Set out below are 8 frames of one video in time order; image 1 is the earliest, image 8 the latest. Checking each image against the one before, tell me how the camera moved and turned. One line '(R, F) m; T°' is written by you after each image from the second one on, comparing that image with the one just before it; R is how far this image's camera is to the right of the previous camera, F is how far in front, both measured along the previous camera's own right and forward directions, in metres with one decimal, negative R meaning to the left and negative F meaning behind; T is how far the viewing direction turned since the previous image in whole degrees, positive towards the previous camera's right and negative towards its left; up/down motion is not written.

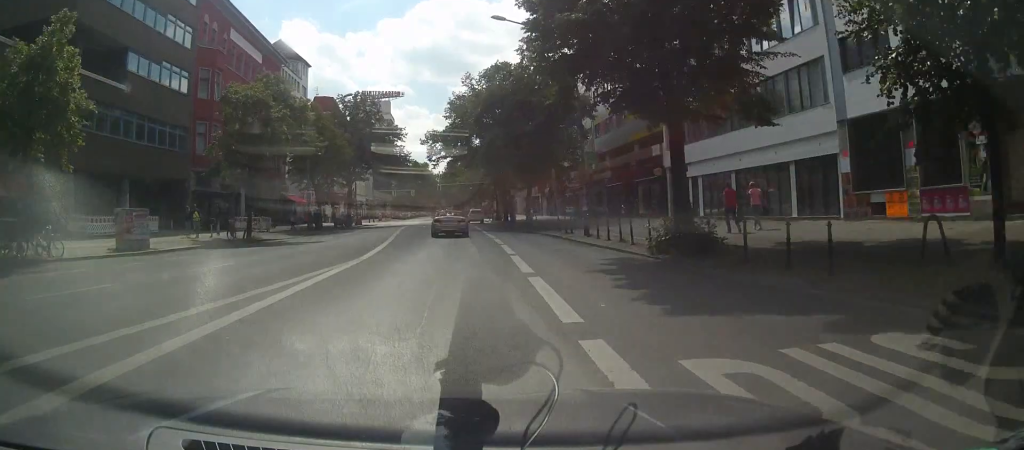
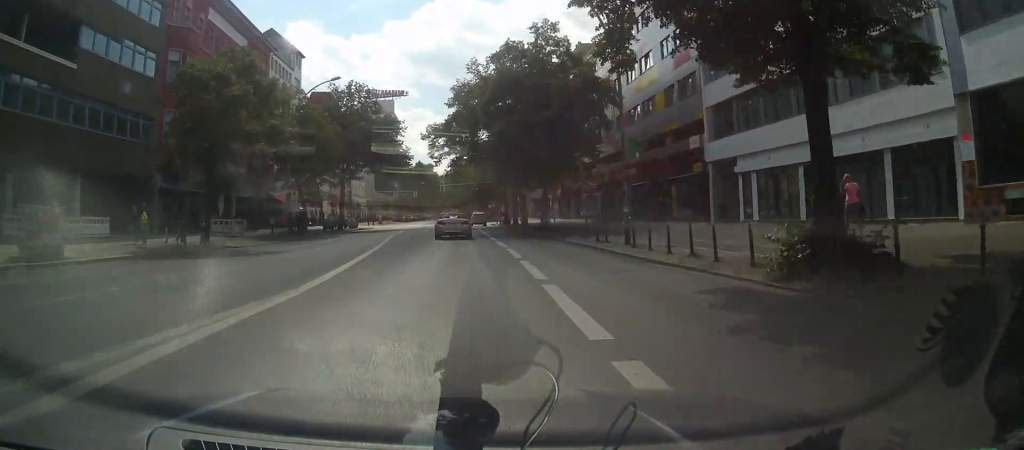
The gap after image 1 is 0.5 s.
(0.0, +6.7) m; 0°
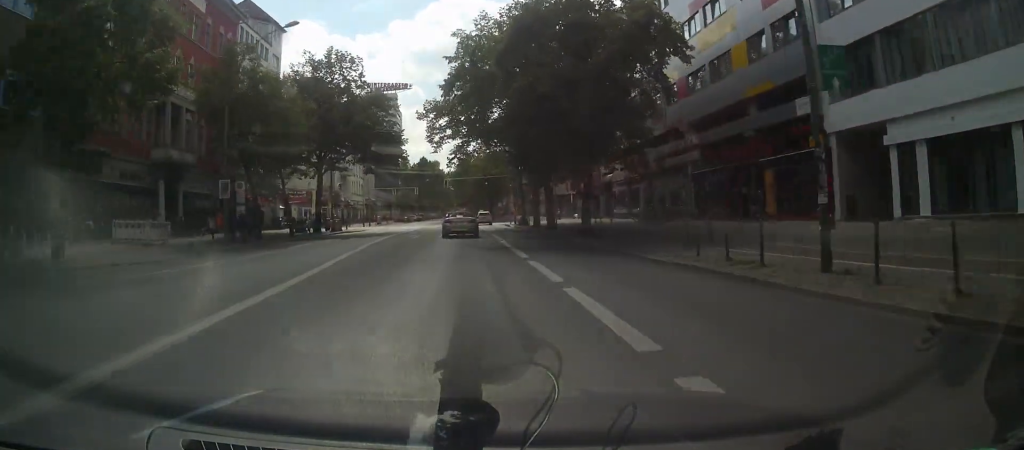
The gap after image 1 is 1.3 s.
(0.0, +12.3) m; 0°
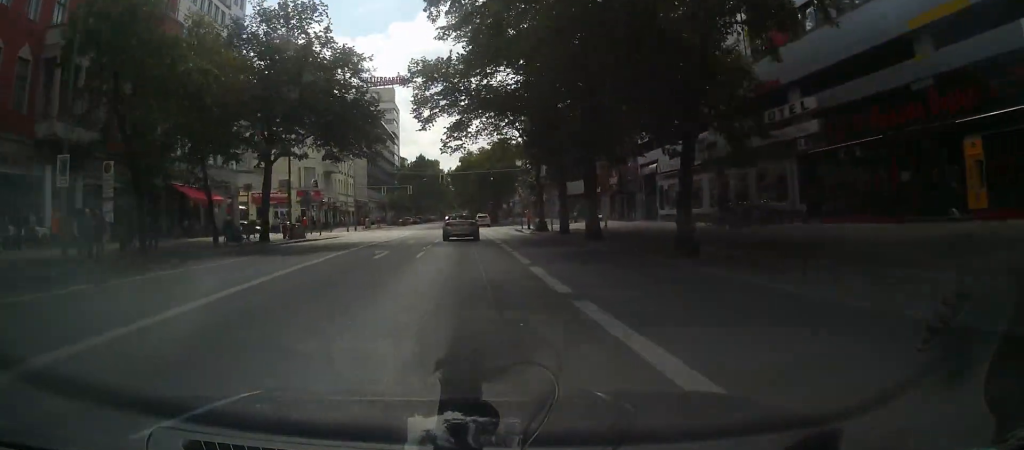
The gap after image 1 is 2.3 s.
(-0.1, +13.2) m; -1°
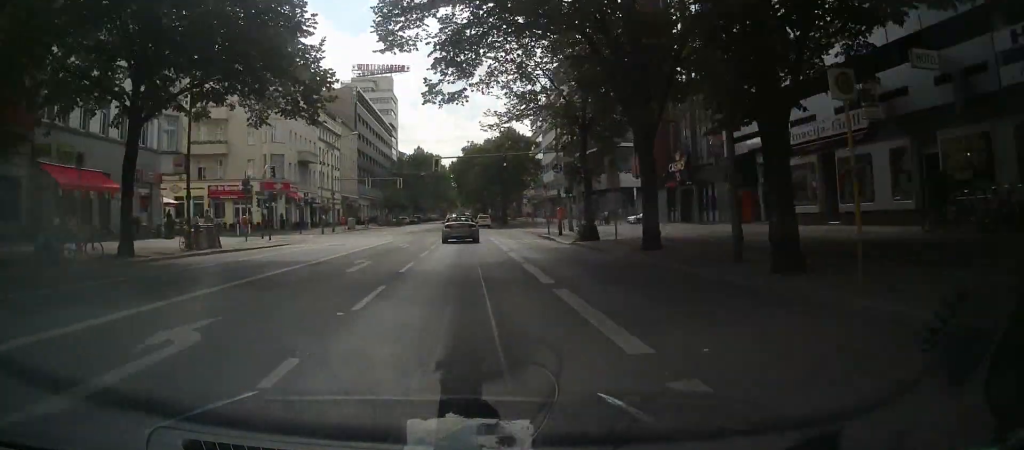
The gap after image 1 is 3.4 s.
(-0.2, +16.0) m; 0°
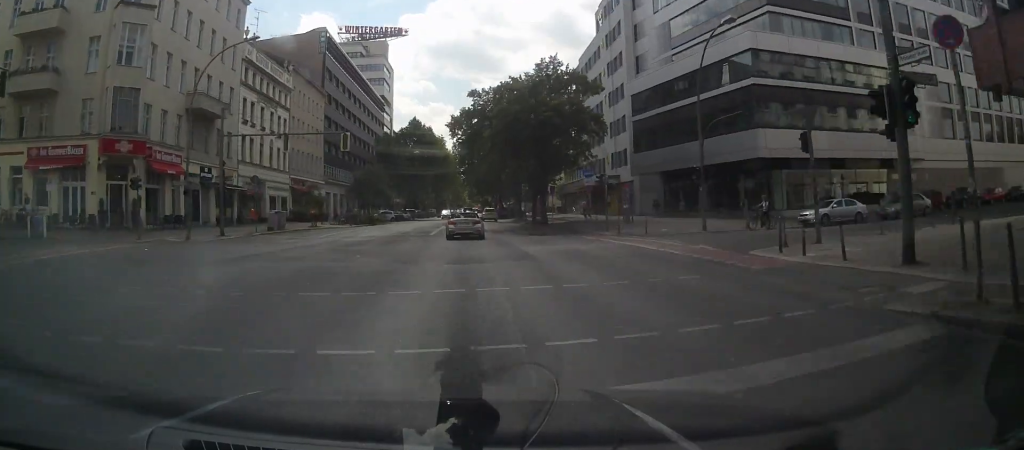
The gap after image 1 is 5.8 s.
(-0.2, +34.2) m; -2°
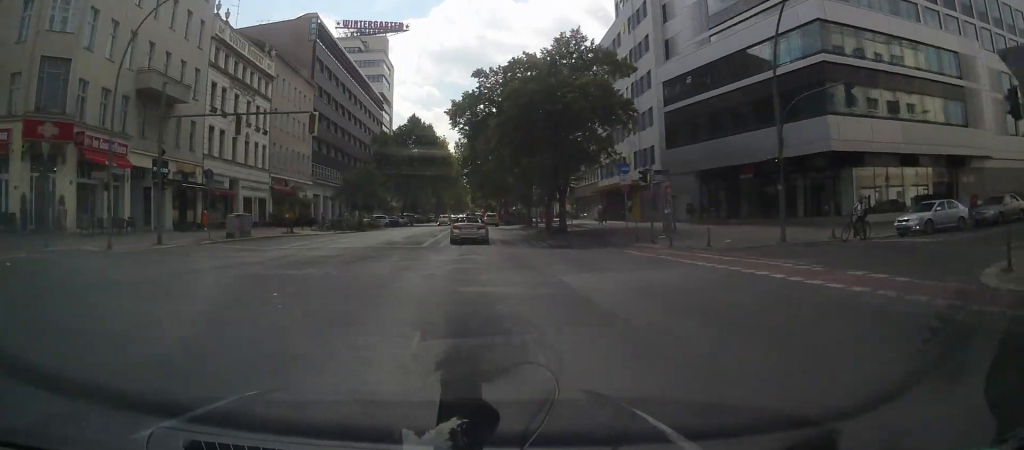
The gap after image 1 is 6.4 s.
(0.0, +8.3) m; 0°
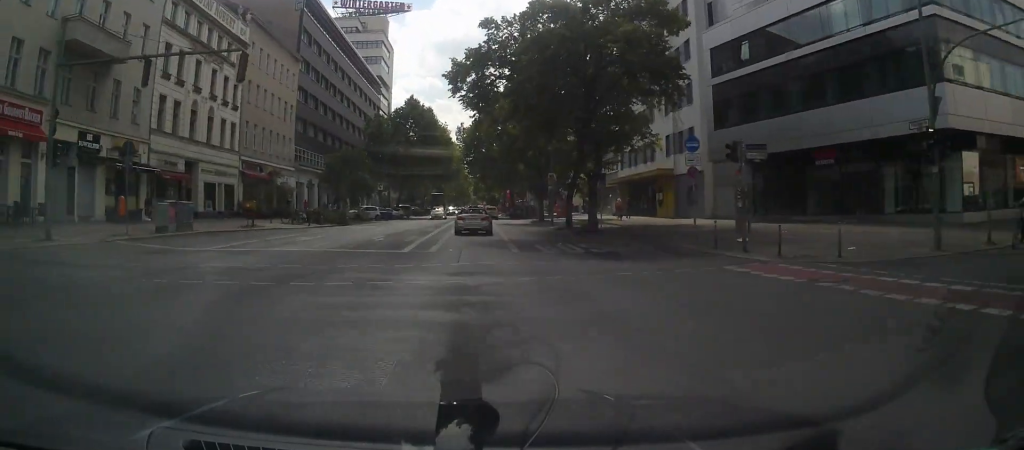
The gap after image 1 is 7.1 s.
(+0.1, +9.2) m; 0°
